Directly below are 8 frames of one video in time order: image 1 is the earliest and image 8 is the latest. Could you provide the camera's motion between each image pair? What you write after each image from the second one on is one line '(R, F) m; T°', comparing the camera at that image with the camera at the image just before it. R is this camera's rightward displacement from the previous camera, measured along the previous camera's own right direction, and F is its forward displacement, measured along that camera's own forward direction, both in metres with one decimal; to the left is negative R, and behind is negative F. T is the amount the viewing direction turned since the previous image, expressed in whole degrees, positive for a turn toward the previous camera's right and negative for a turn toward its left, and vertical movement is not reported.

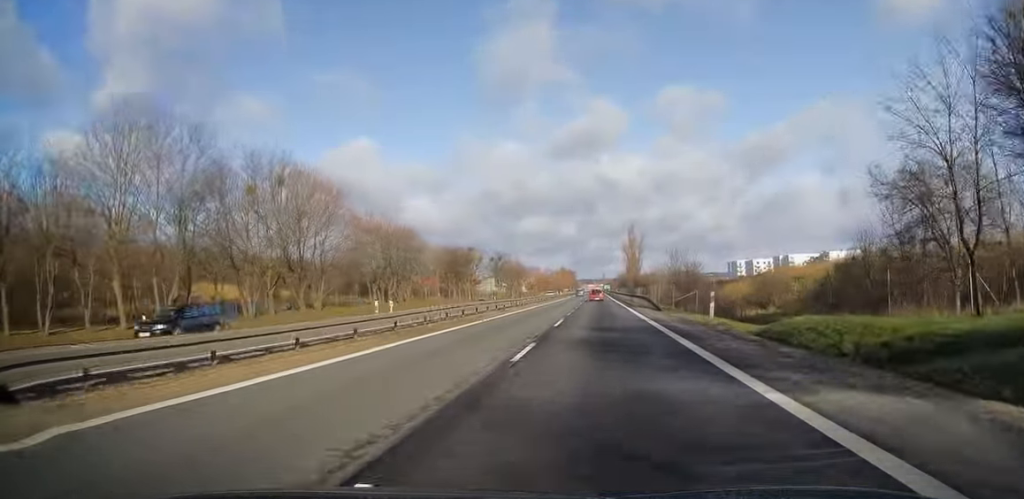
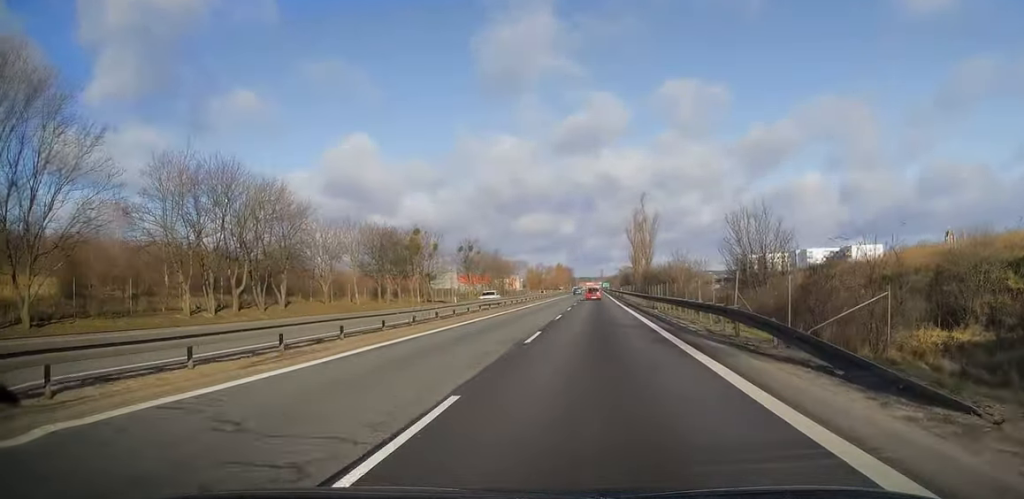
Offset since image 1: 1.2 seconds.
(0.0, +33.2) m; 0°
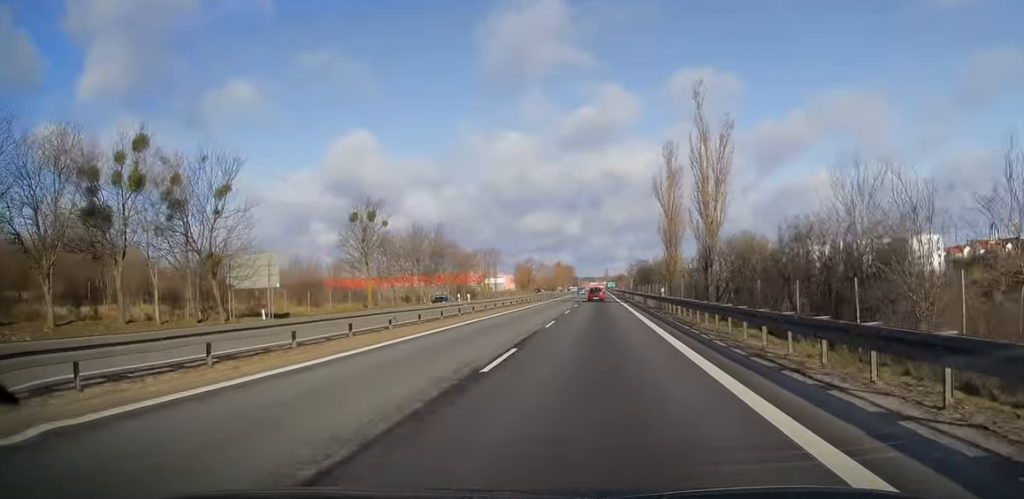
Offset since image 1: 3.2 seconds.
(0.0, +55.2) m; 0°
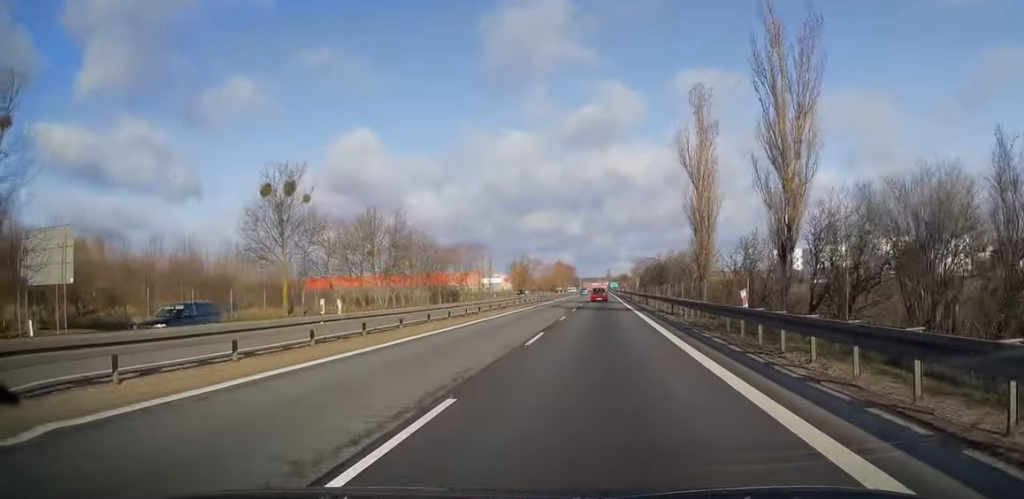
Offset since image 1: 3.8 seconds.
(0.0, +19.1) m; 0°
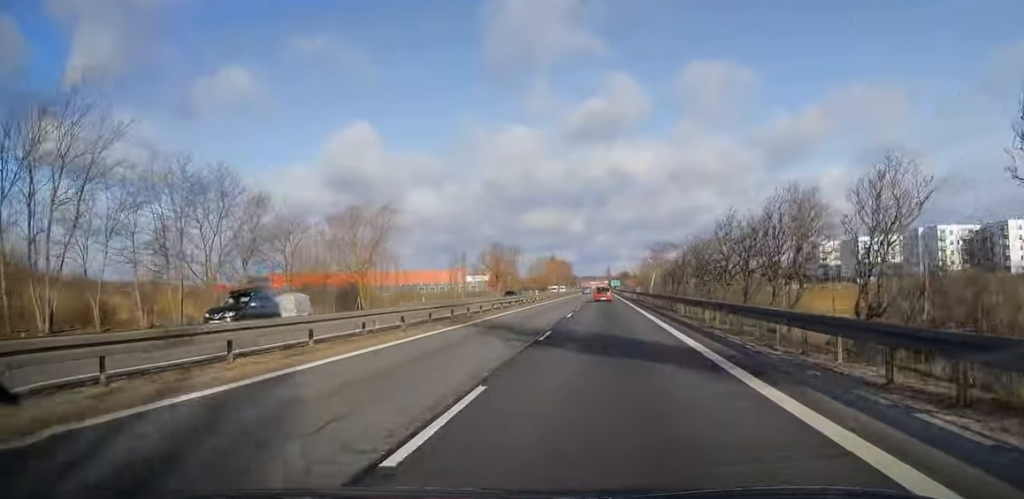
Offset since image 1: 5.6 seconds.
(-0.3, +48.3) m; 0°
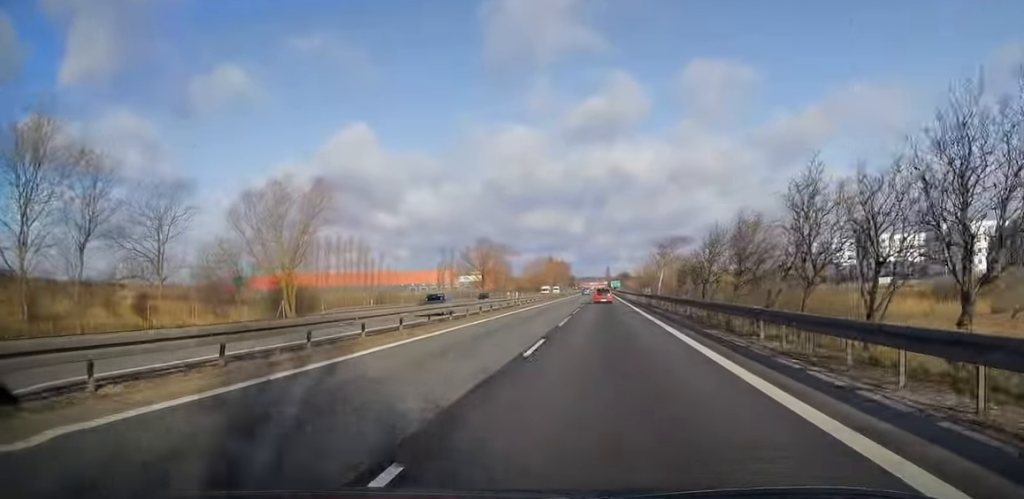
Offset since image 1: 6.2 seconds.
(+0.1, +16.3) m; 0°
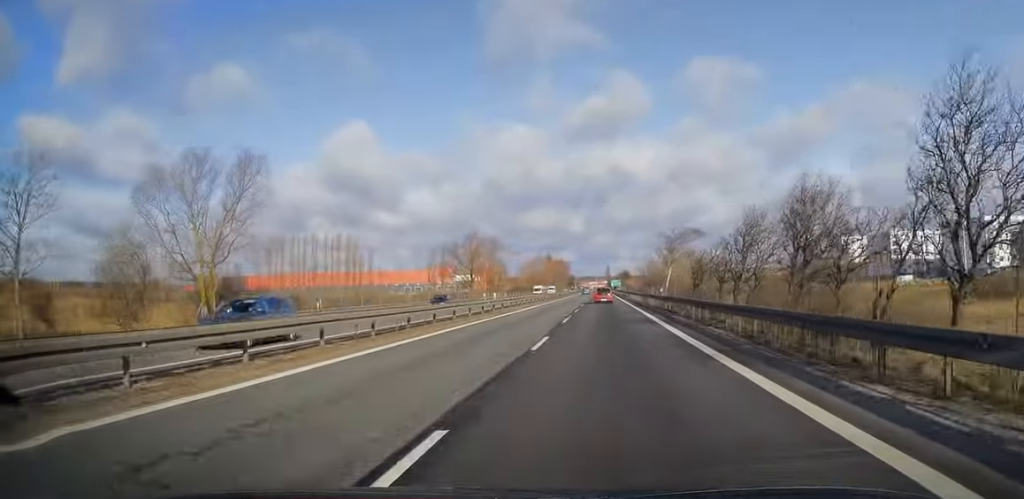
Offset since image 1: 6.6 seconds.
(0.0, +11.2) m; 0°
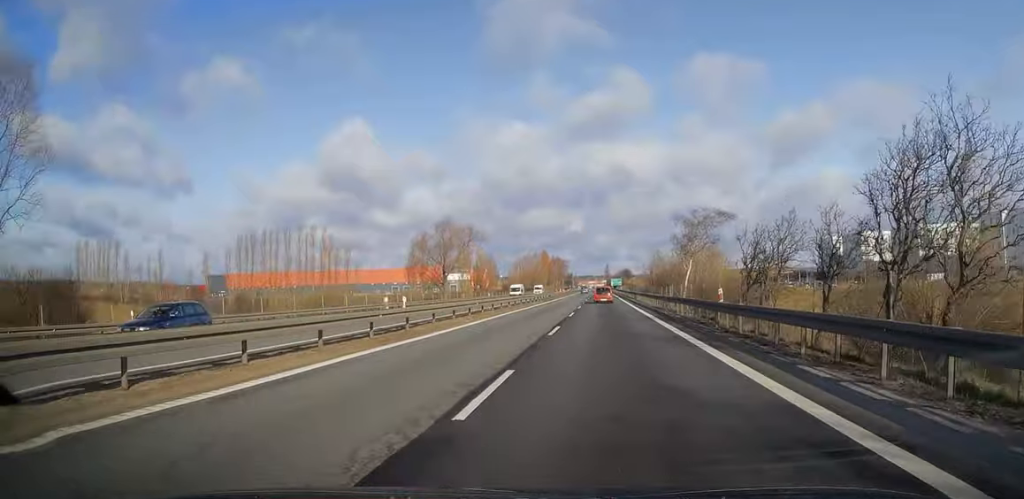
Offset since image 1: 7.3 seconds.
(0.0, +20.0) m; 0°
